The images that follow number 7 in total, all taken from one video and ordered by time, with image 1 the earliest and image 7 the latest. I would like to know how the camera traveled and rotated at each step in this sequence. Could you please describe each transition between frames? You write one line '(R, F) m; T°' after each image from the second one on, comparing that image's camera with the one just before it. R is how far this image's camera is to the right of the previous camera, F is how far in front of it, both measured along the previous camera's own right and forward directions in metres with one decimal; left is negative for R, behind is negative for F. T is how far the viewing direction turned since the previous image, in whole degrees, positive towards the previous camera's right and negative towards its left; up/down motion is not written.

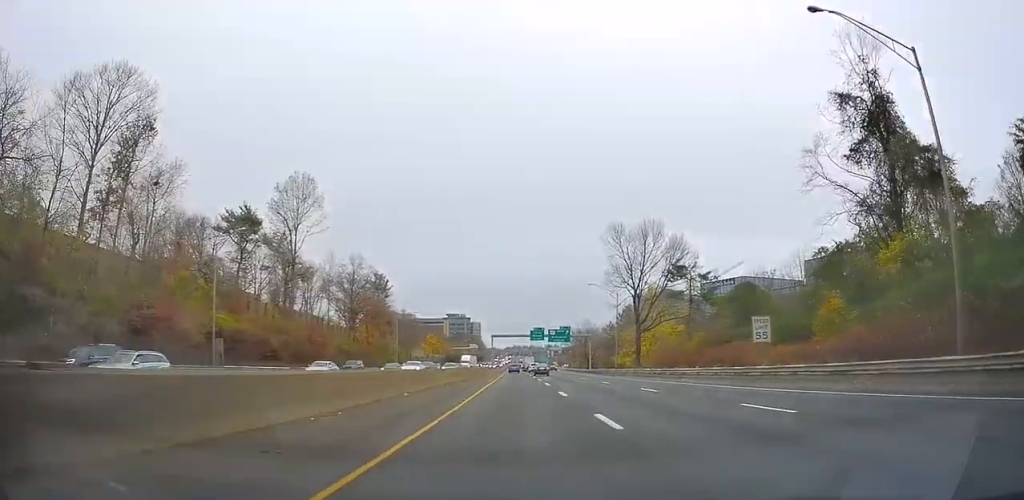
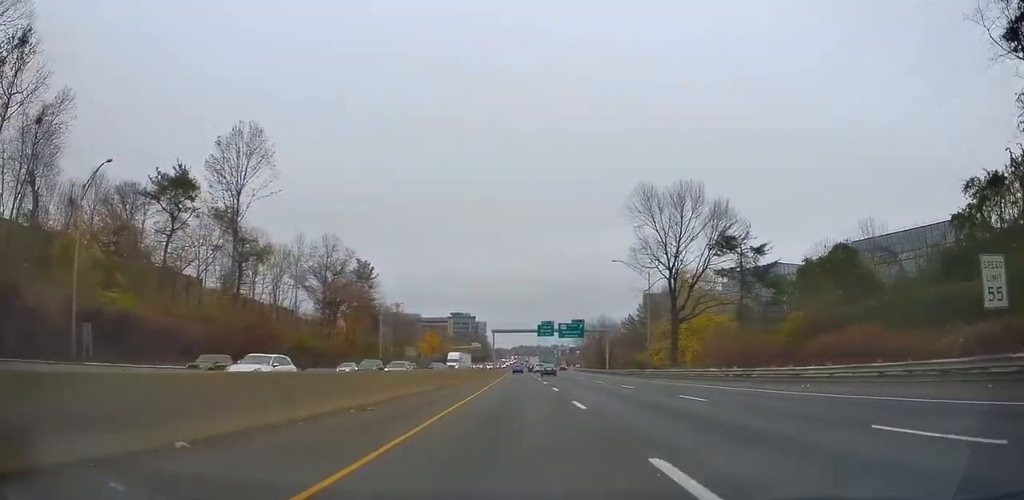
(-0.2, +19.0) m; -1°
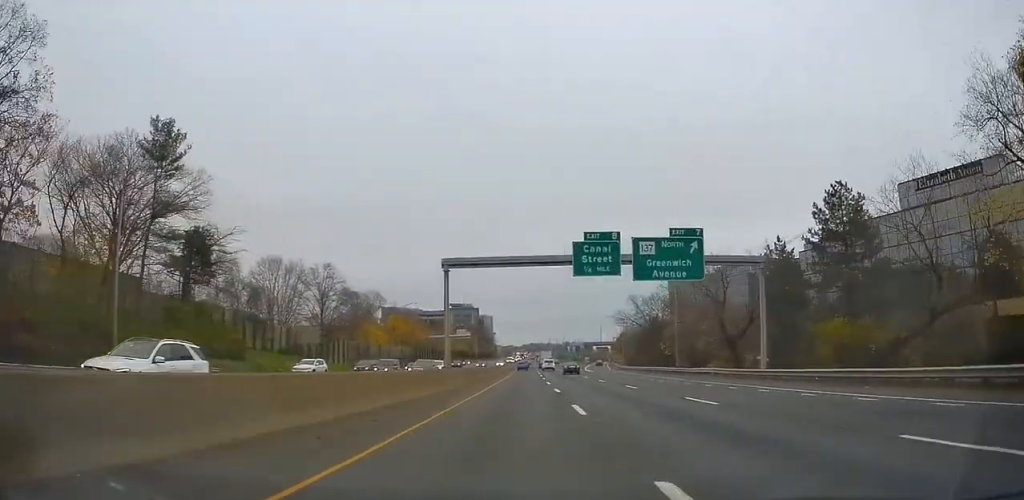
(-1.4, +73.7) m; -2°
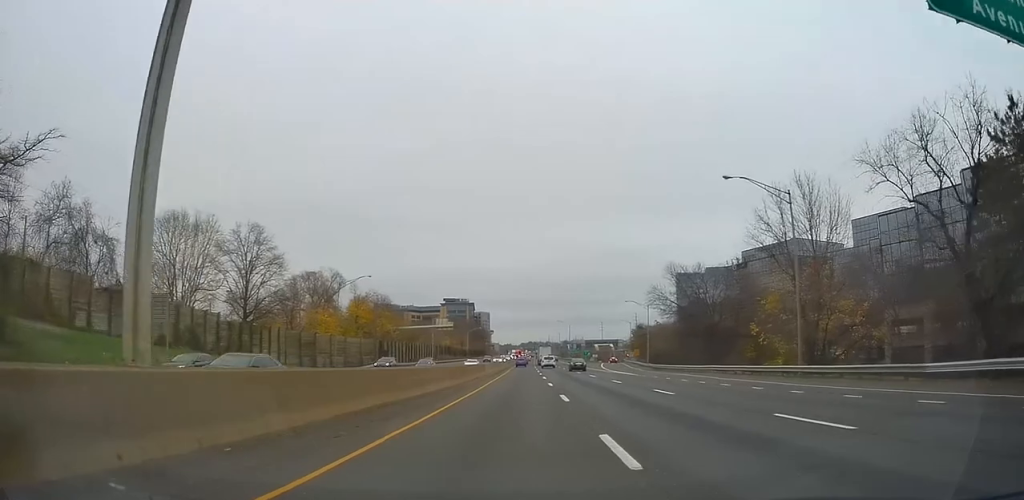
(-0.8, +31.9) m; -2°
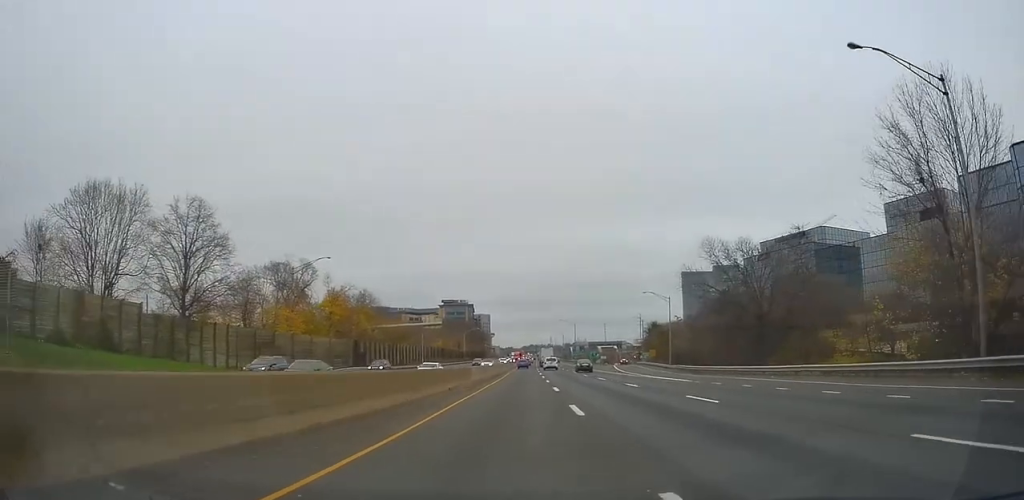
(-0.2, +17.0) m; 0°
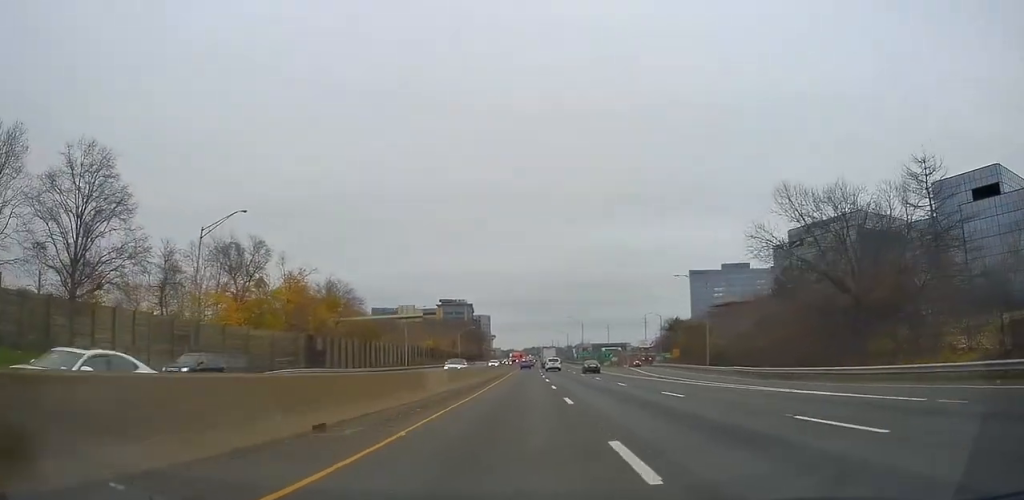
(0.0, +20.7) m; 0°
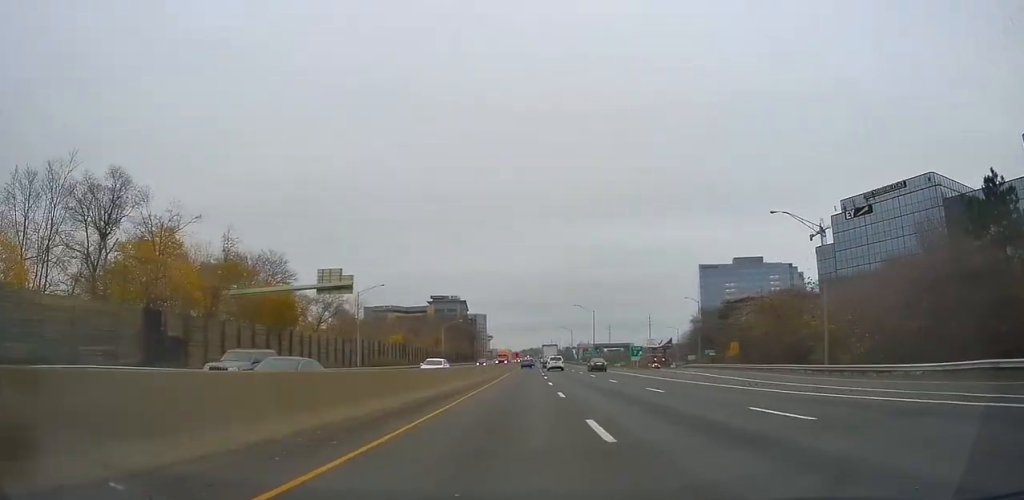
(-0.2, +33.6) m; +1°
